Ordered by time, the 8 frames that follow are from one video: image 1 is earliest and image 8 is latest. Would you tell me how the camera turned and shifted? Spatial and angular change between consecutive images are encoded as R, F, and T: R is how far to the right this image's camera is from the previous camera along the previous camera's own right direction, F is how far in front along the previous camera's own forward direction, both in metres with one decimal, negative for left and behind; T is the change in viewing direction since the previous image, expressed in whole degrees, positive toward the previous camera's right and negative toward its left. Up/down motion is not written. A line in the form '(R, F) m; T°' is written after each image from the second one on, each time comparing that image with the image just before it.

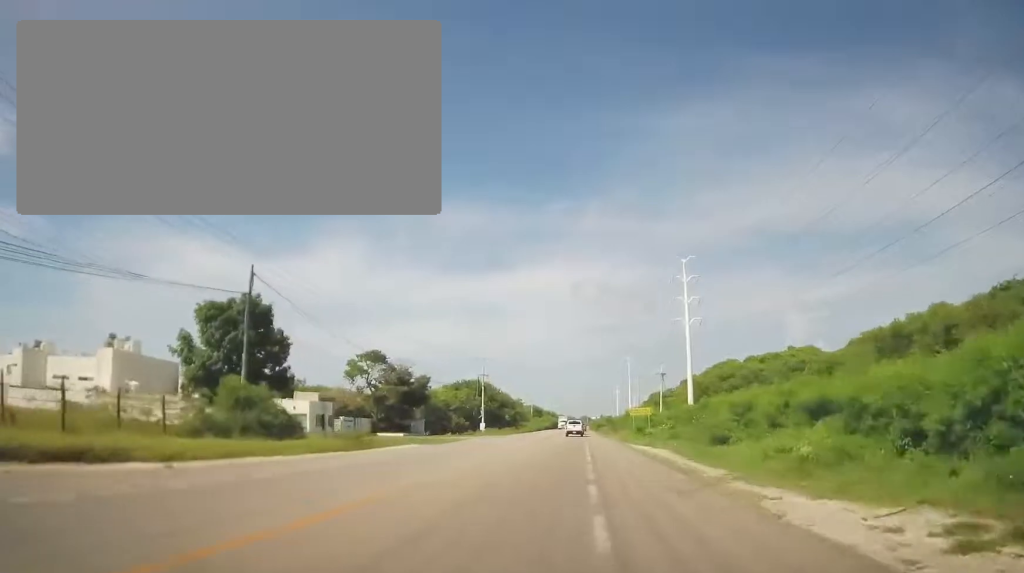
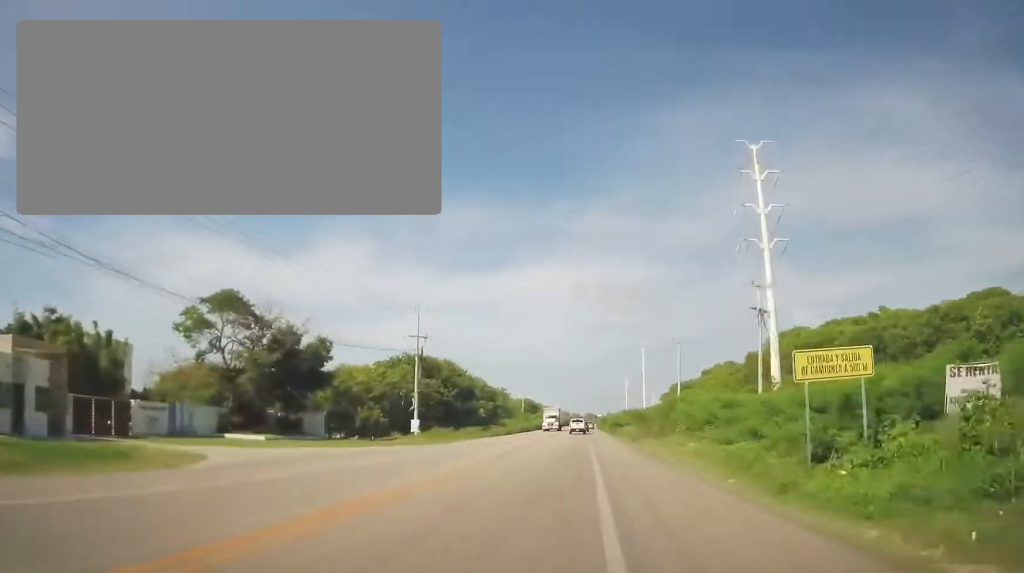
(0.0, +39.3) m; 0°
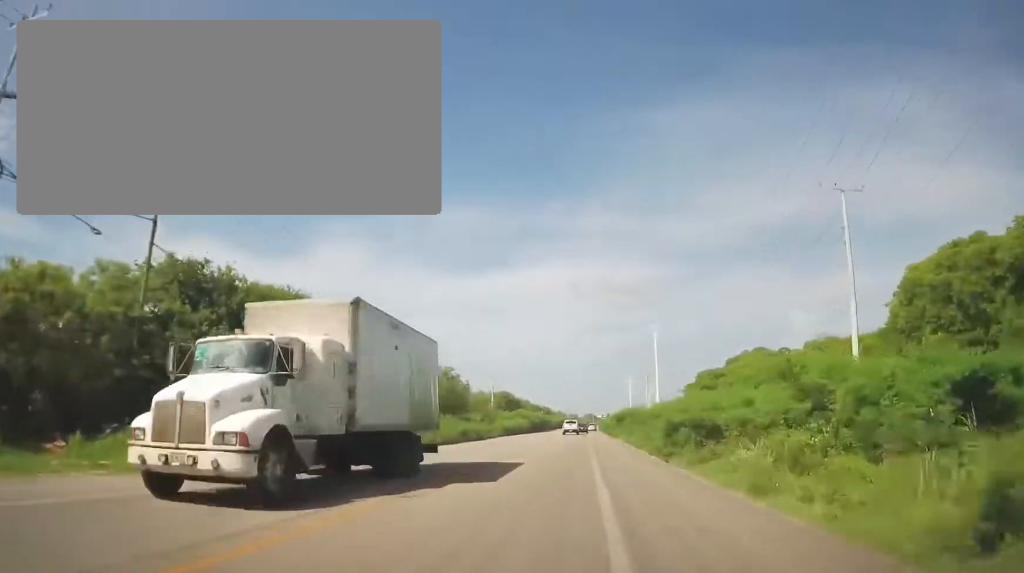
(-0.7, +43.4) m; -1°
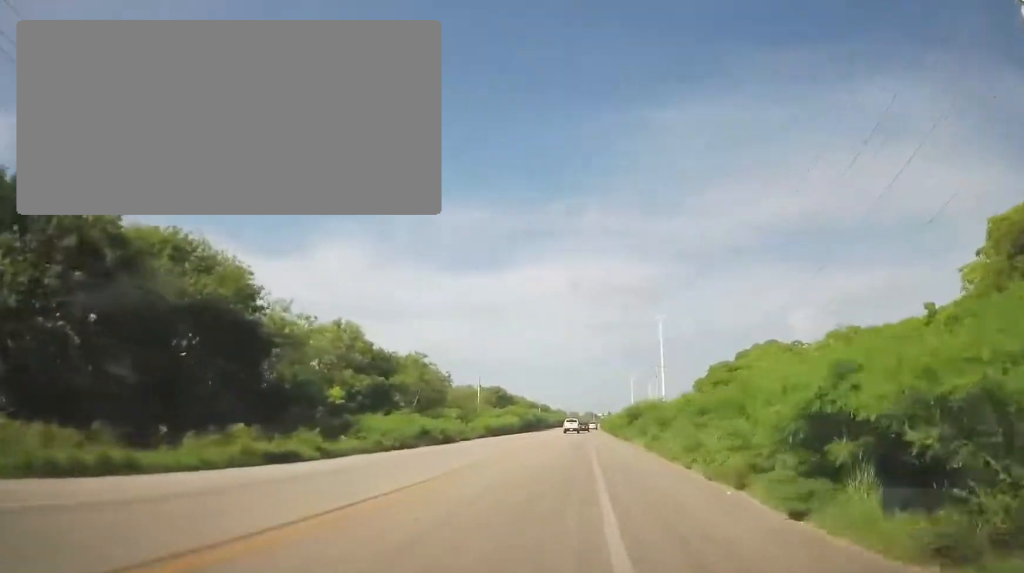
(0.0, +12.2) m; 0°
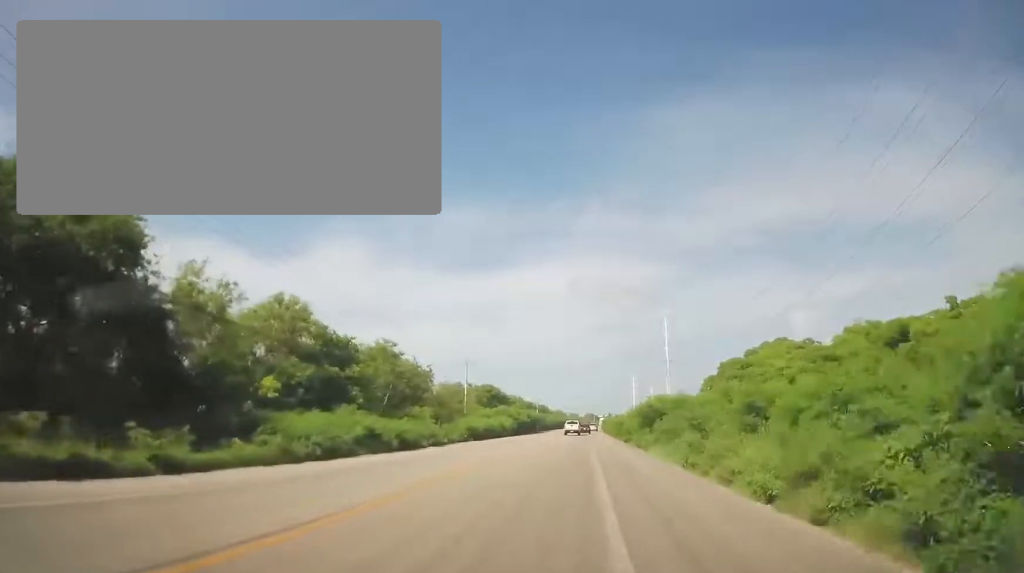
(+0.2, +9.1) m; 0°
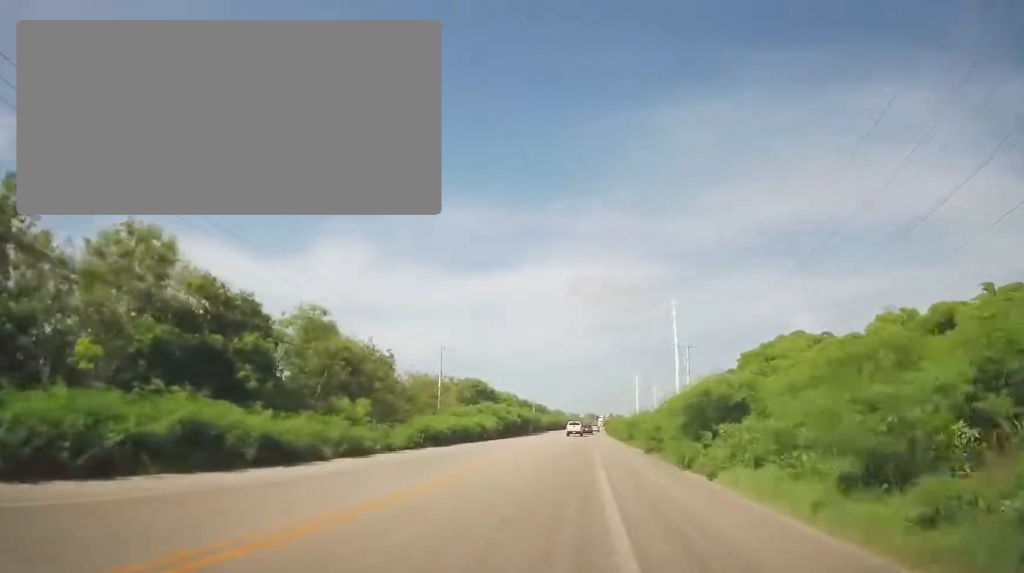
(0.0, +13.4) m; 0°
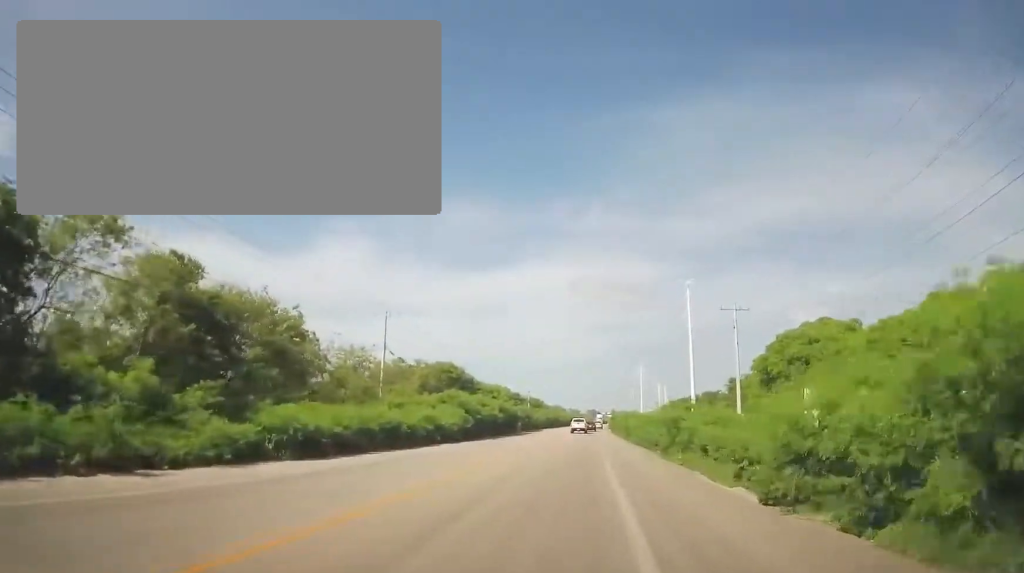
(-0.2, +17.4) m; 0°
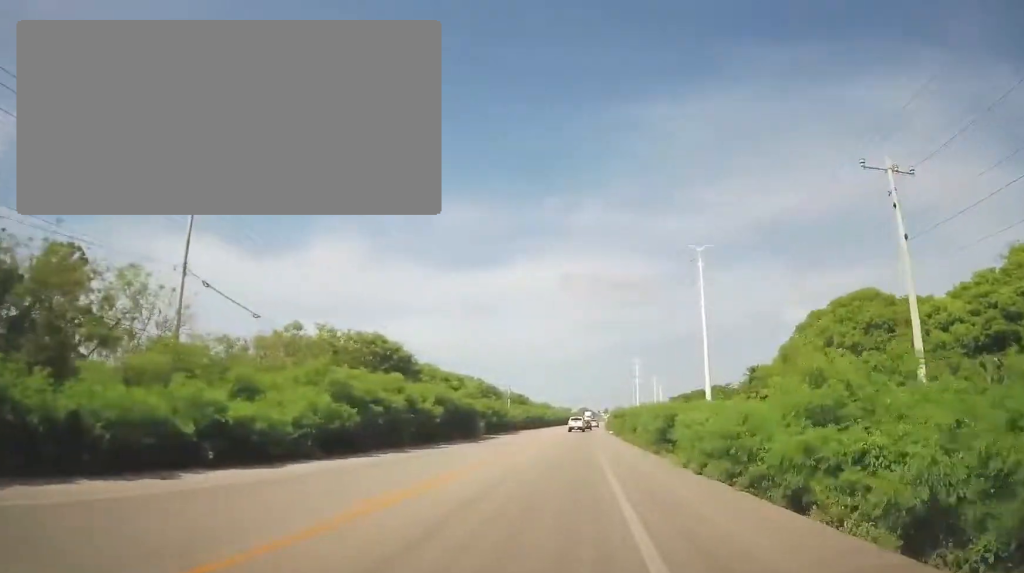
(+0.4, +22.4) m; +2°
